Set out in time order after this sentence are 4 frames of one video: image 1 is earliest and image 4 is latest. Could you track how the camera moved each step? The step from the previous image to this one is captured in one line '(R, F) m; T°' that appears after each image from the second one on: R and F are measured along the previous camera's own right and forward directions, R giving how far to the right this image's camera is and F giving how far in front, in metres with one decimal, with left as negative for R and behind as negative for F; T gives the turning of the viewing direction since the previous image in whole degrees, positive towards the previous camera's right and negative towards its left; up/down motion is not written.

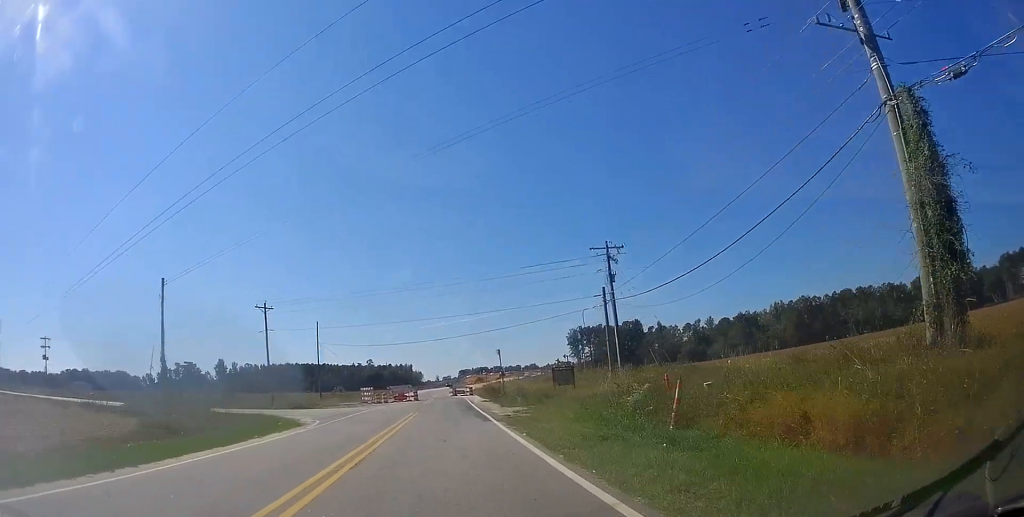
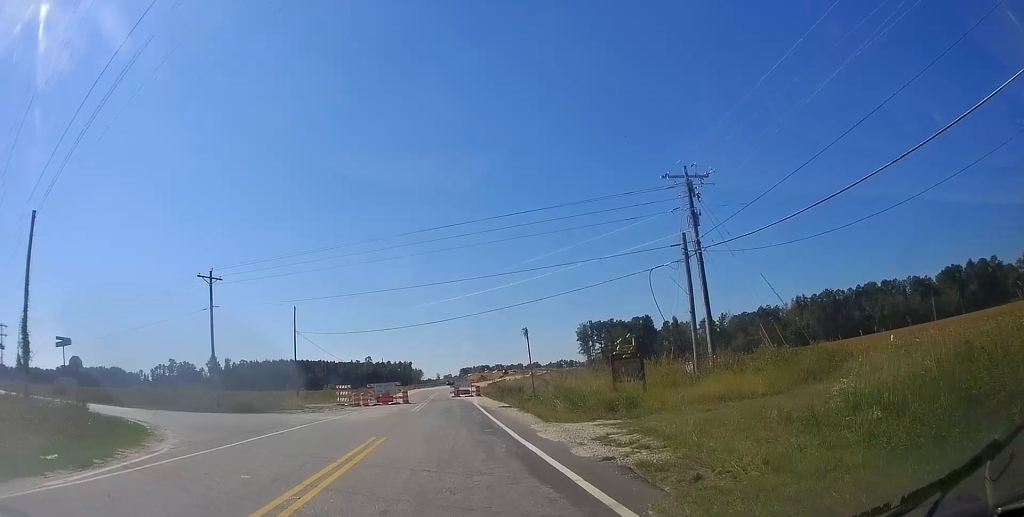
(+0.1, +15.6) m; -2°
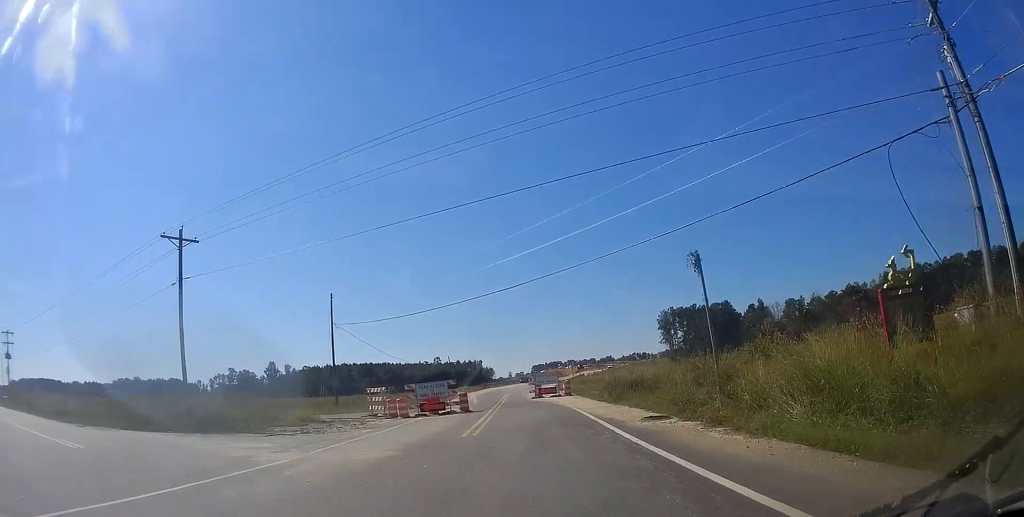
(-0.9, +17.4) m; -5°
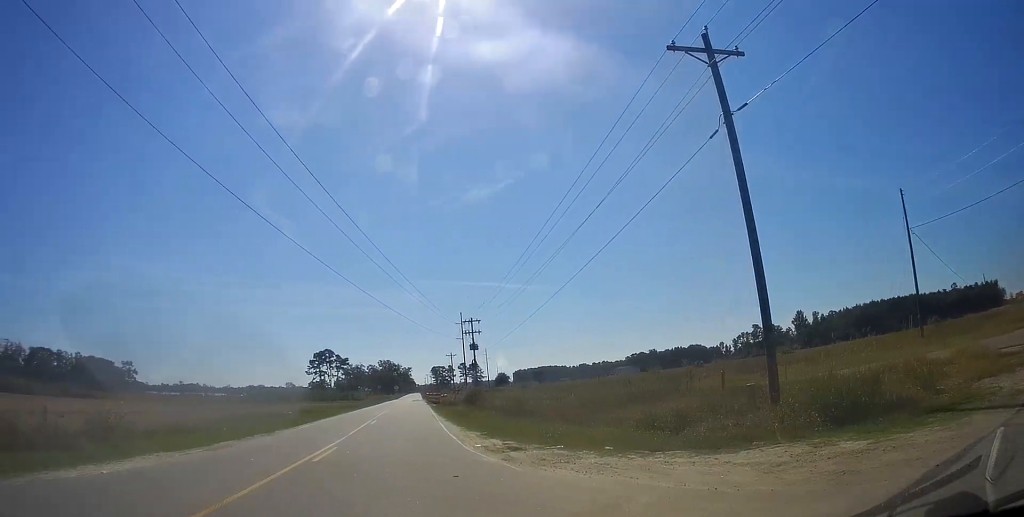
(-4.9, +15.1) m; -45°
